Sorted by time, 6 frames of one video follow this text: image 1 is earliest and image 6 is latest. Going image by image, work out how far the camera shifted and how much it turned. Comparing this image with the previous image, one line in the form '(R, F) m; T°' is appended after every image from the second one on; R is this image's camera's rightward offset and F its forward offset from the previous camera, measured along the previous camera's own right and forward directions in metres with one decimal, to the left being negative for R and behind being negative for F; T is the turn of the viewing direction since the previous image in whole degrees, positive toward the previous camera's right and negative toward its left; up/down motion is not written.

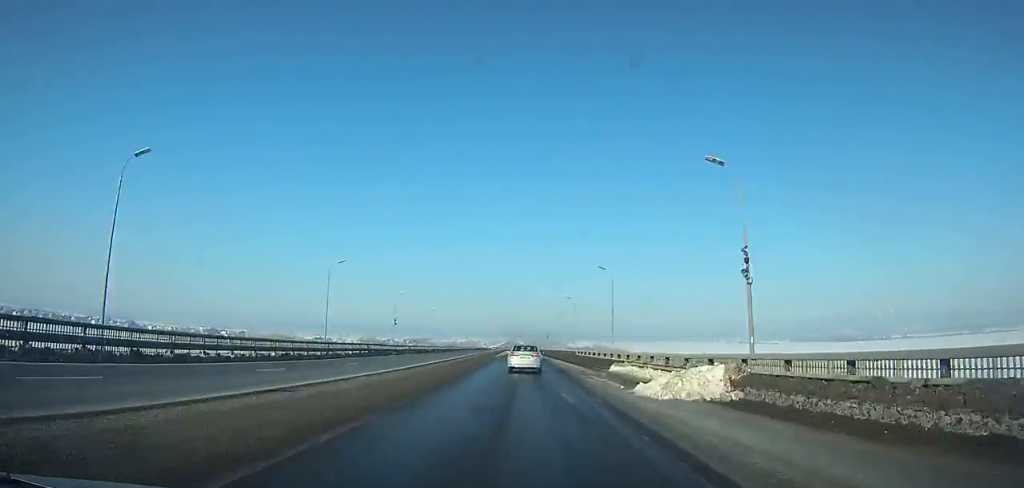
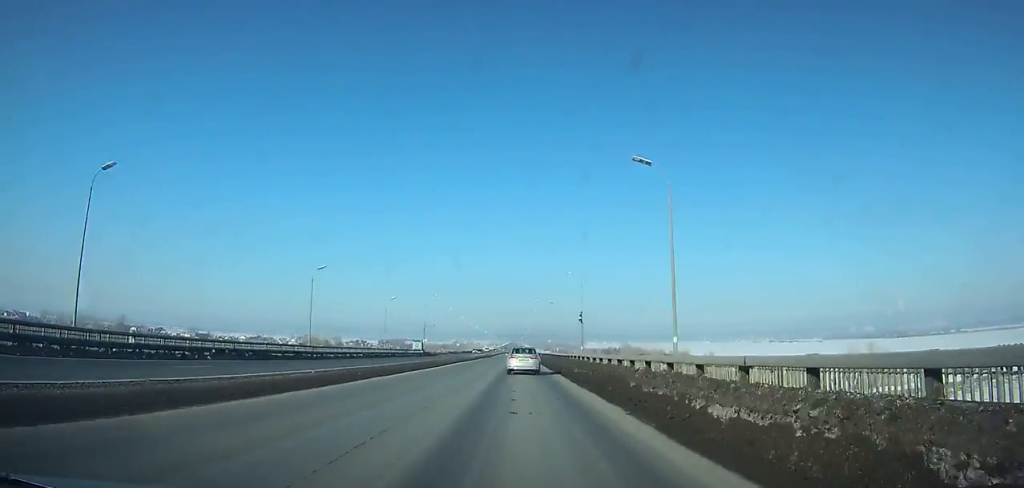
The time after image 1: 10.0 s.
(-2.0, +217.5) m; -1°
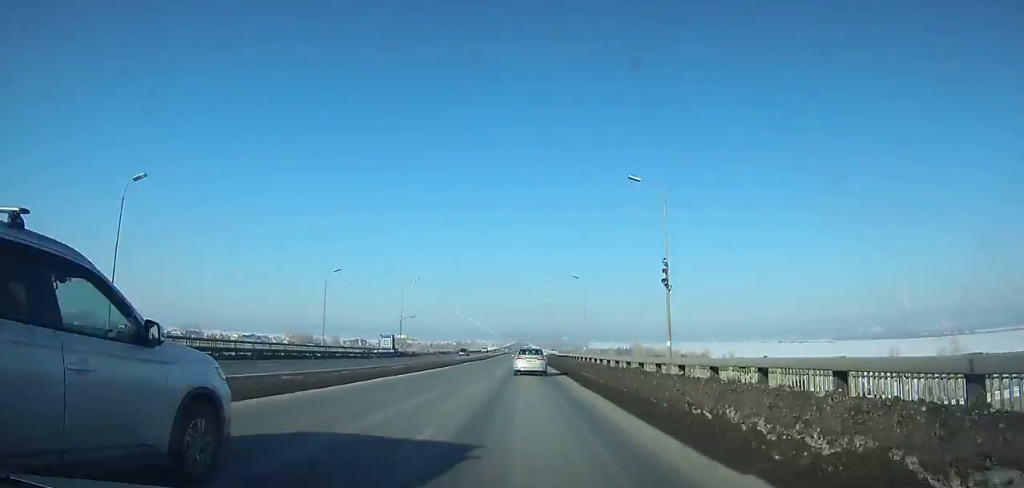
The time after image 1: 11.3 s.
(0.0, +28.6) m; 0°
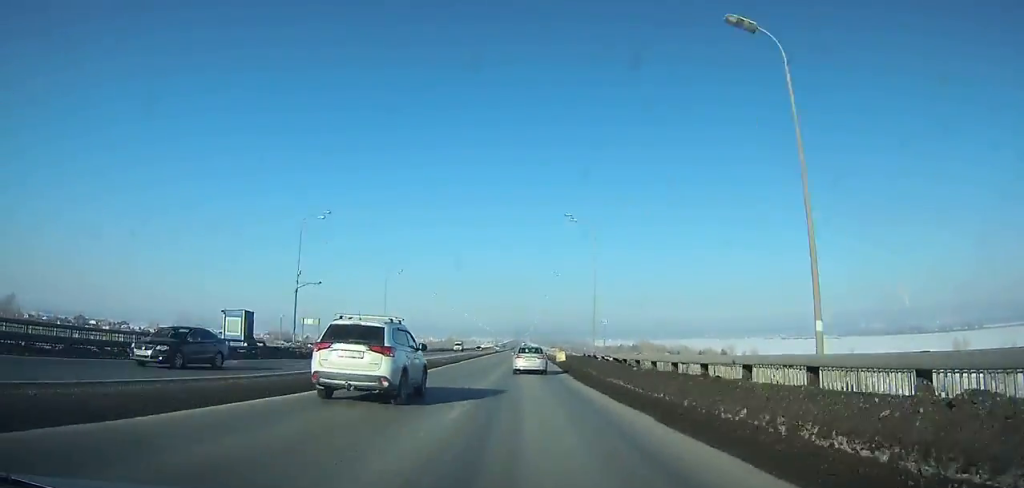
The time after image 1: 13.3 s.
(0.0, +44.3) m; 0°
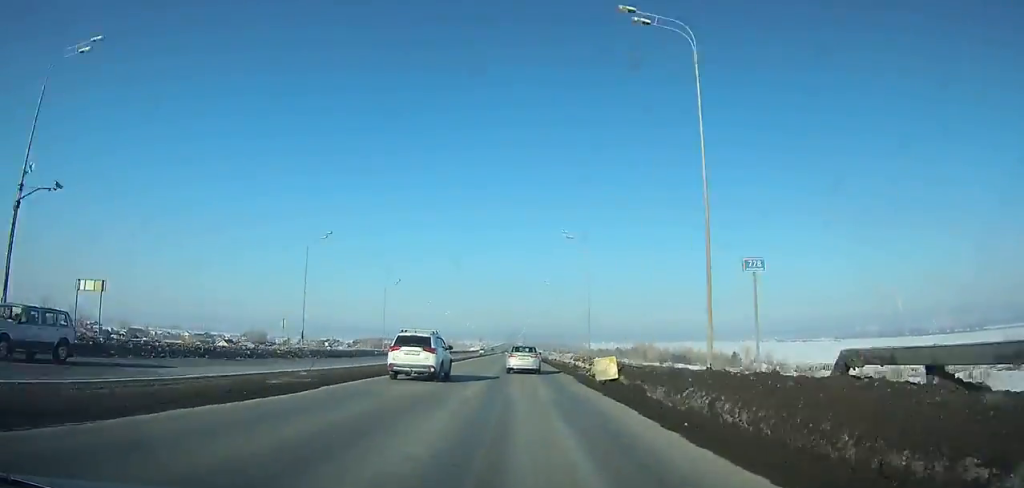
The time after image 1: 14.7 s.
(+0.1, +31.2) m; 0°
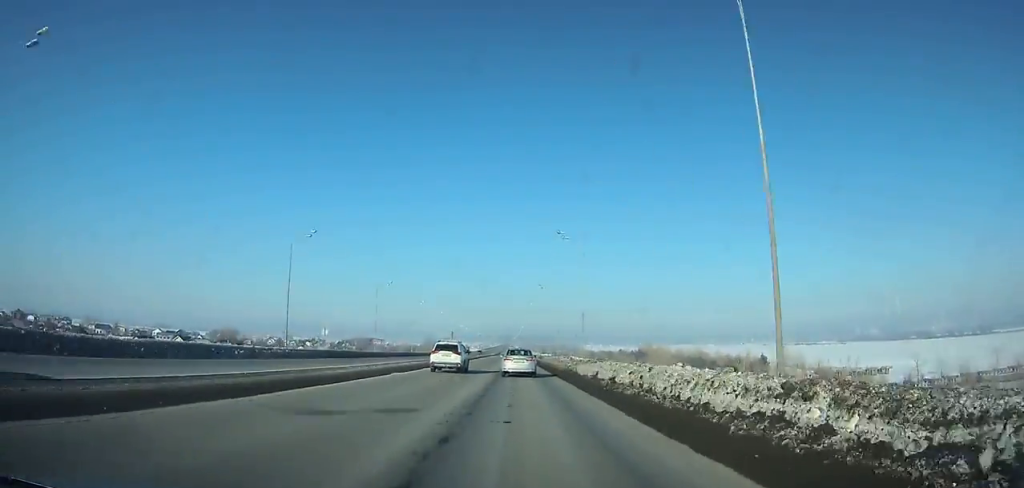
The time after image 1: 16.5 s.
(+0.3, +40.2) m; 0°
